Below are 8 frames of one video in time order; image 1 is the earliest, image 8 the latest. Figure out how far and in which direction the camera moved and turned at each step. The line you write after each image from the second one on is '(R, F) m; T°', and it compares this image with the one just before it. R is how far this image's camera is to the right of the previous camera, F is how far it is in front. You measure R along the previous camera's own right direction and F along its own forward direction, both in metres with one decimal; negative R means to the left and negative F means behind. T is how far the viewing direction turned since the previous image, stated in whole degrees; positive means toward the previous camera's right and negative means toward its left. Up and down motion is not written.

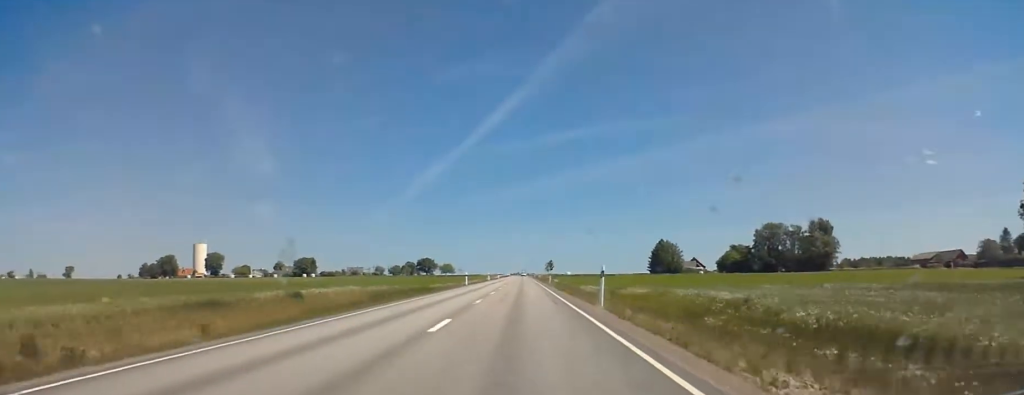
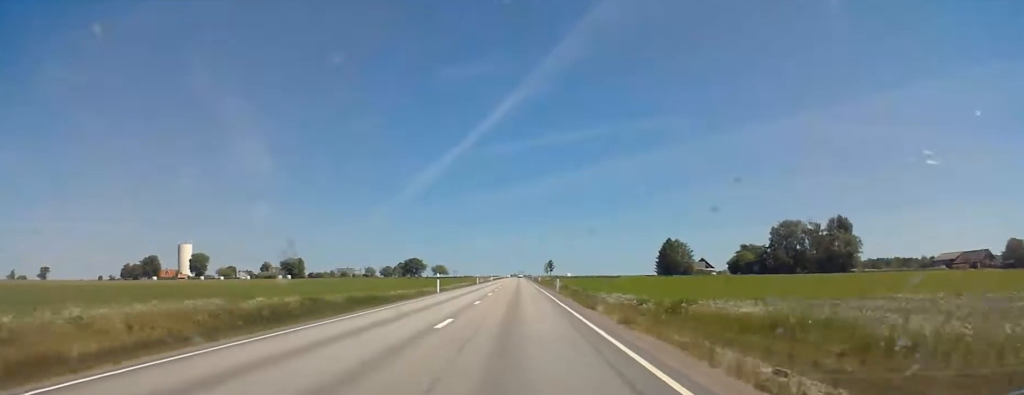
(0.0, +22.7) m; 0°
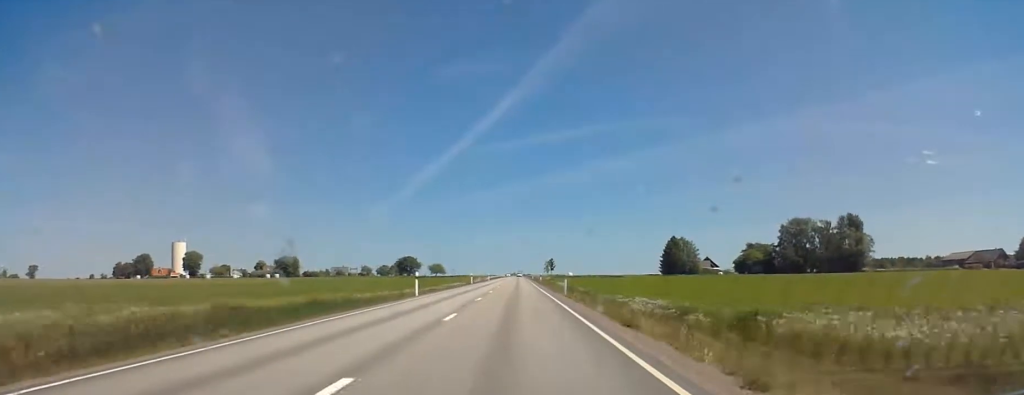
(0.0, +10.3) m; 0°
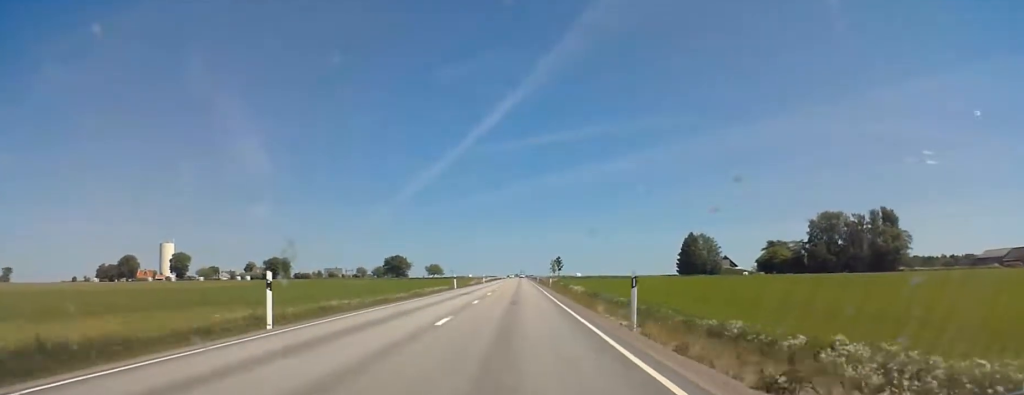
(0.0, +25.4) m; 0°
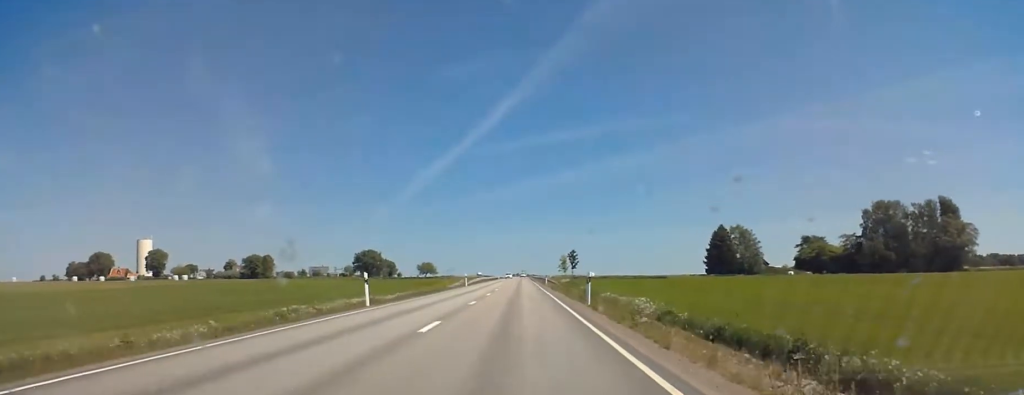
(+0.1, +38.0) m; +1°
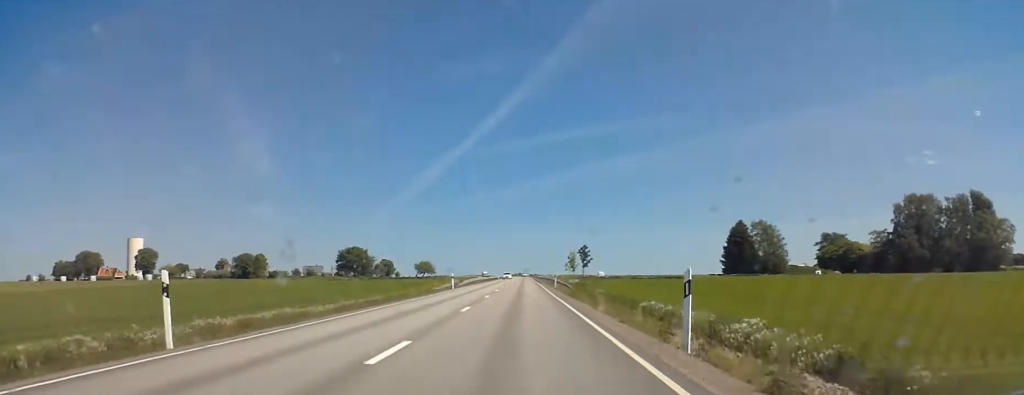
(+0.2, +16.9) m; 0°
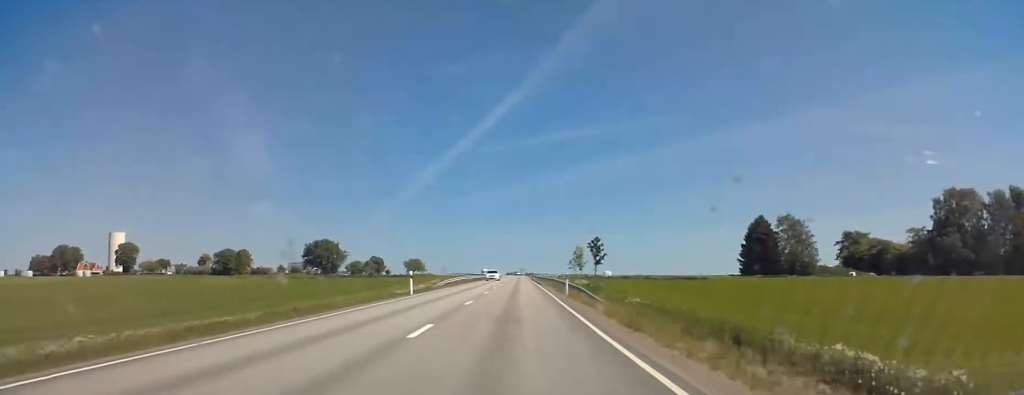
(0.0, +20.8) m; 0°
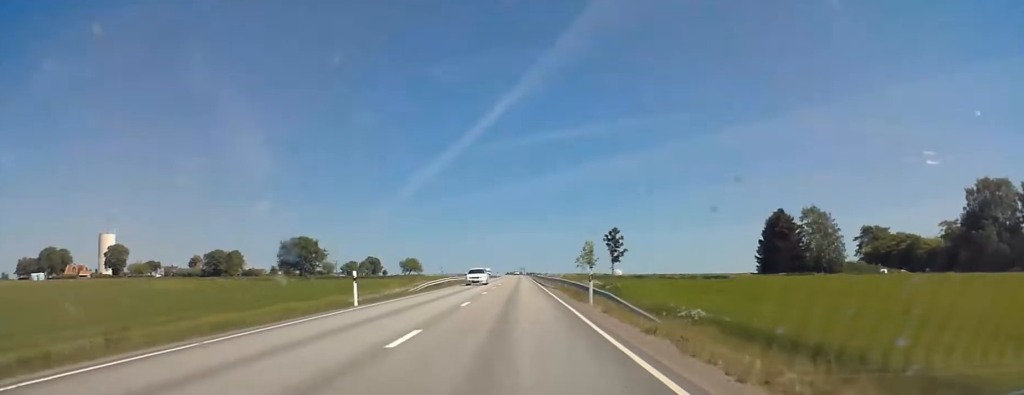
(-0.3, +13.9) m; 0°
